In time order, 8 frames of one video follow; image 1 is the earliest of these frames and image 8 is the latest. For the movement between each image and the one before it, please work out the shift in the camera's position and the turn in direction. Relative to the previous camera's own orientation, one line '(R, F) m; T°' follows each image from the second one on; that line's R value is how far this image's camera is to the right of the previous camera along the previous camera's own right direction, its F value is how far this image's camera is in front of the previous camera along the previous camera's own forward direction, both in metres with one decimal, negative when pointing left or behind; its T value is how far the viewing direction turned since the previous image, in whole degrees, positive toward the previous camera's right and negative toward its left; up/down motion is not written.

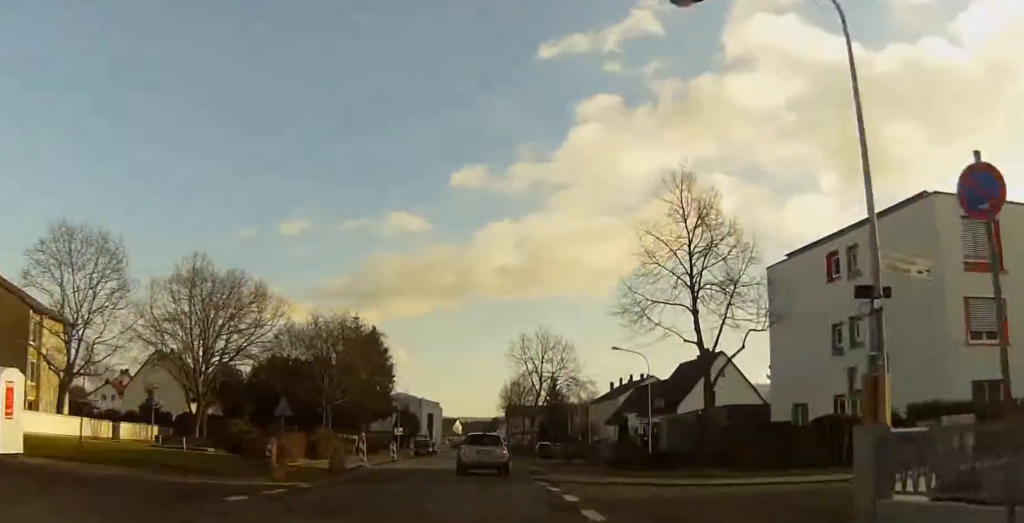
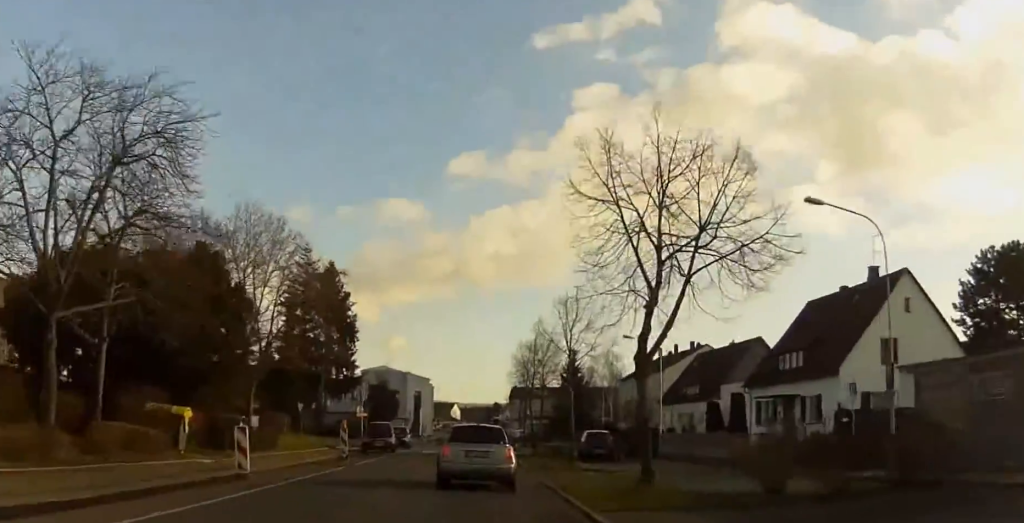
(-0.2, +36.7) m; +1°
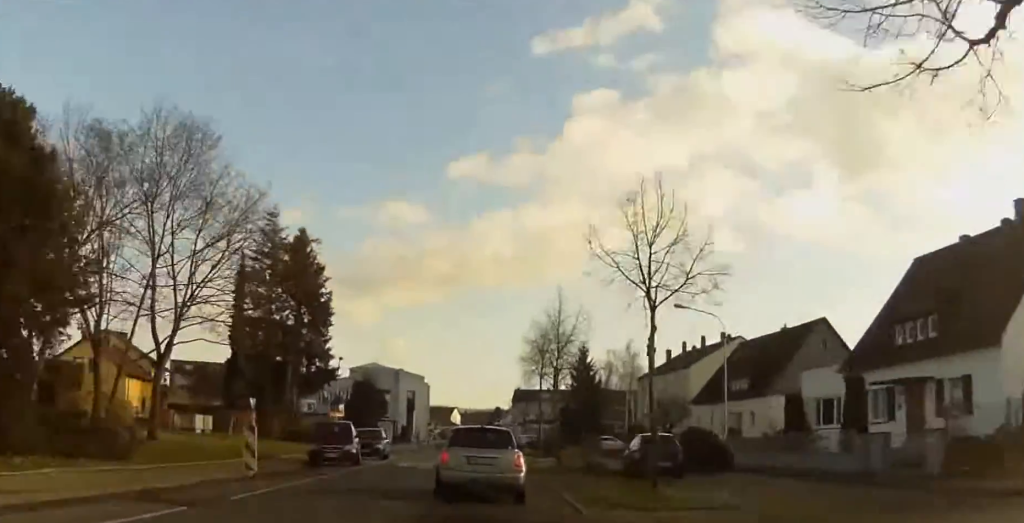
(+0.3, +15.0) m; +1°
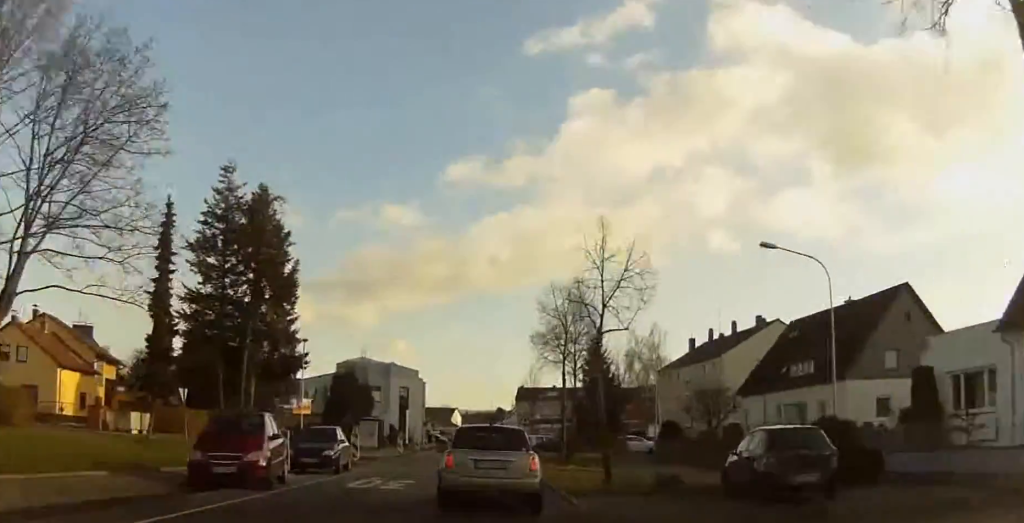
(0.0, +13.2) m; 0°
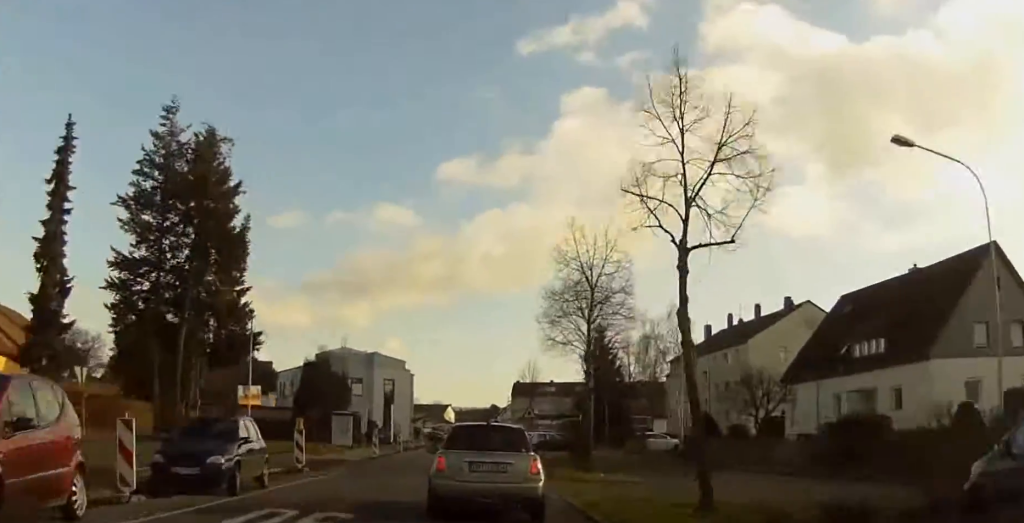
(0.0, +10.7) m; 0°
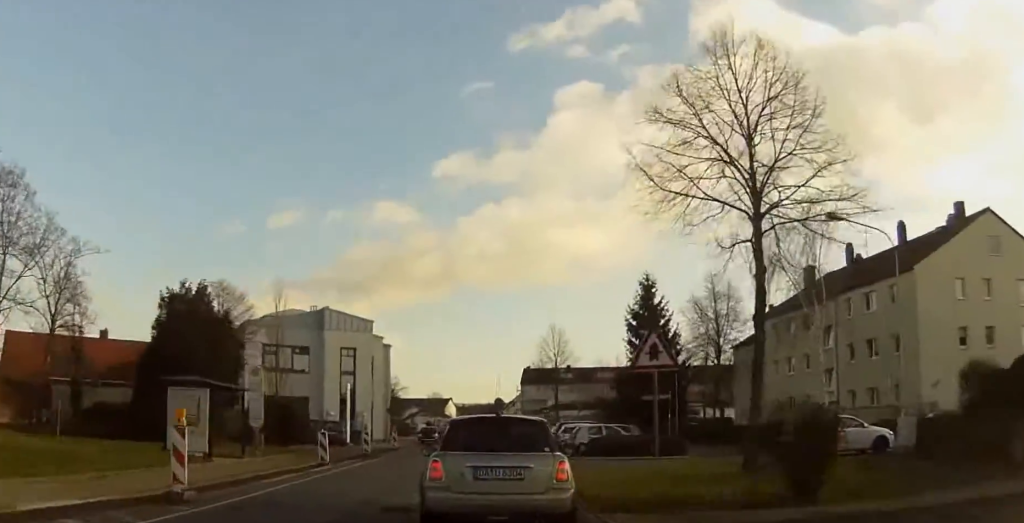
(0.0, +31.4) m; 0°
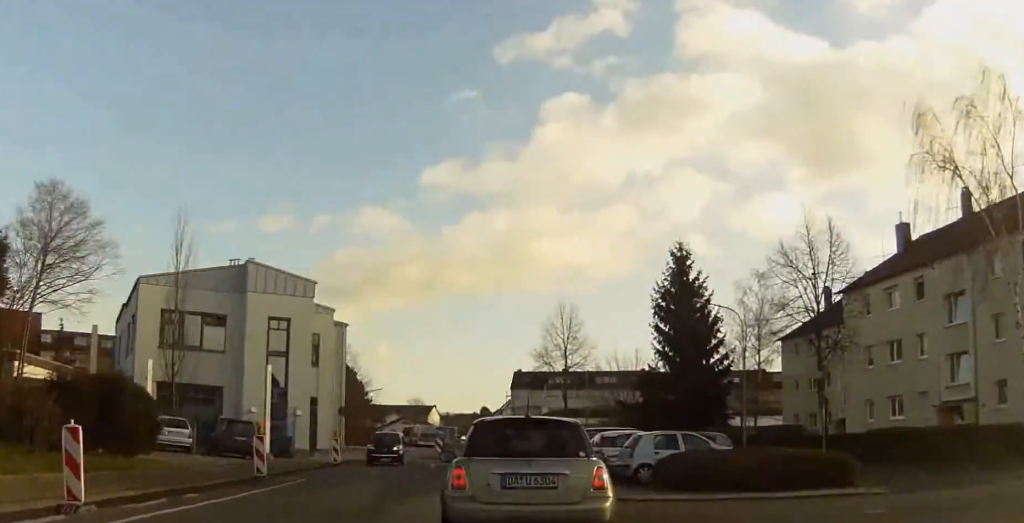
(+0.1, +18.9) m; 0°
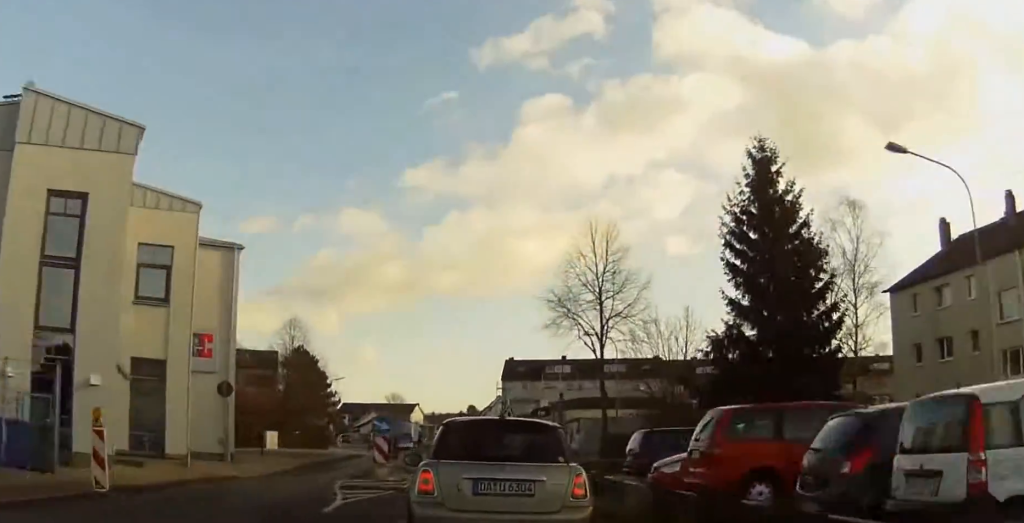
(-0.1, +22.9) m; 0°
